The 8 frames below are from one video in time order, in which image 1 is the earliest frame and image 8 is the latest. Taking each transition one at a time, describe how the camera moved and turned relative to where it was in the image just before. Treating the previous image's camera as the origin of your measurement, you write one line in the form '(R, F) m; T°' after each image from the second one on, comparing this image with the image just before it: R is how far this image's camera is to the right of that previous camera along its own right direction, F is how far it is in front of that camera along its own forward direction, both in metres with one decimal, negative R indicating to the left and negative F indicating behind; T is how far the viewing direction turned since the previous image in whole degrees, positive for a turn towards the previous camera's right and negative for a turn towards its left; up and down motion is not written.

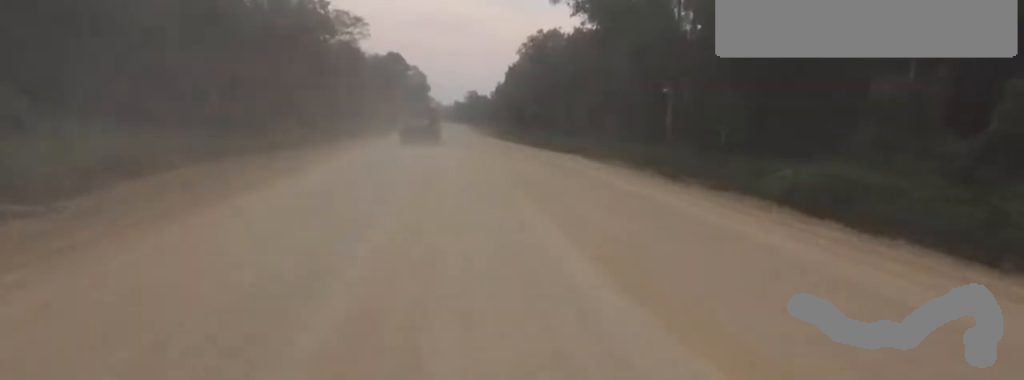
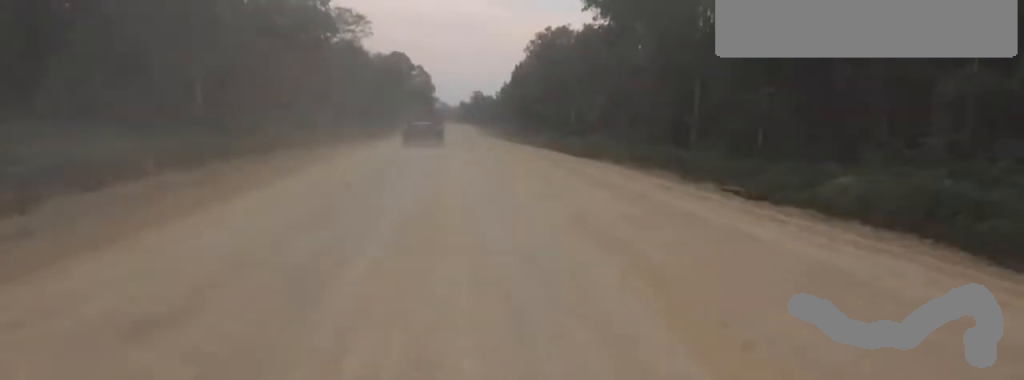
(0.0, +4.4) m; +1°
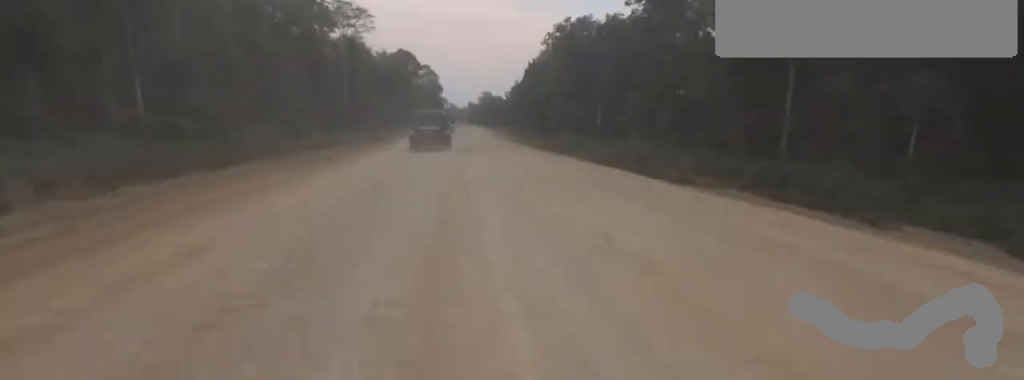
(+0.2, +11.6) m; +1°
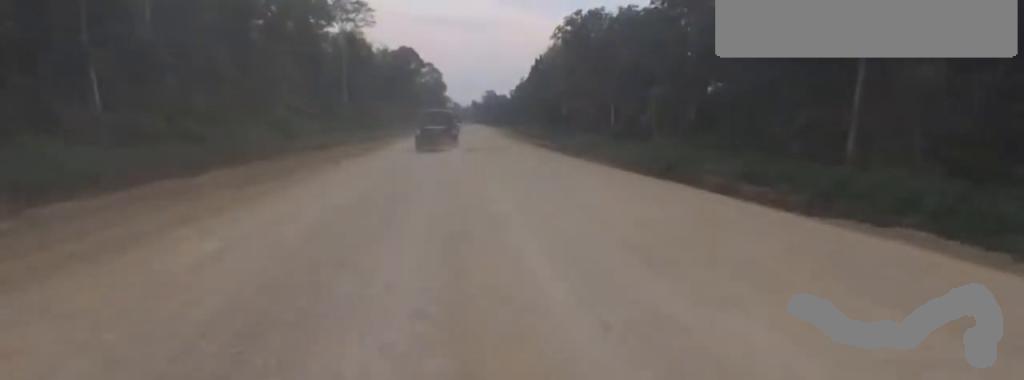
(0.0, +5.6) m; -1°
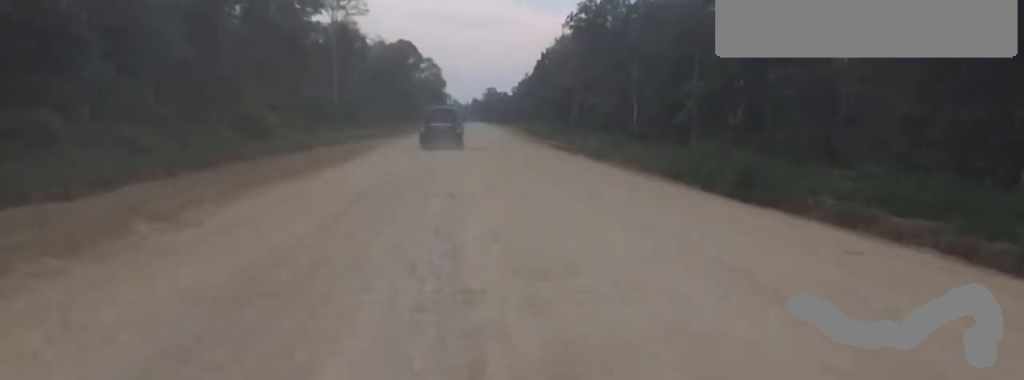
(-0.1, +9.8) m; 0°
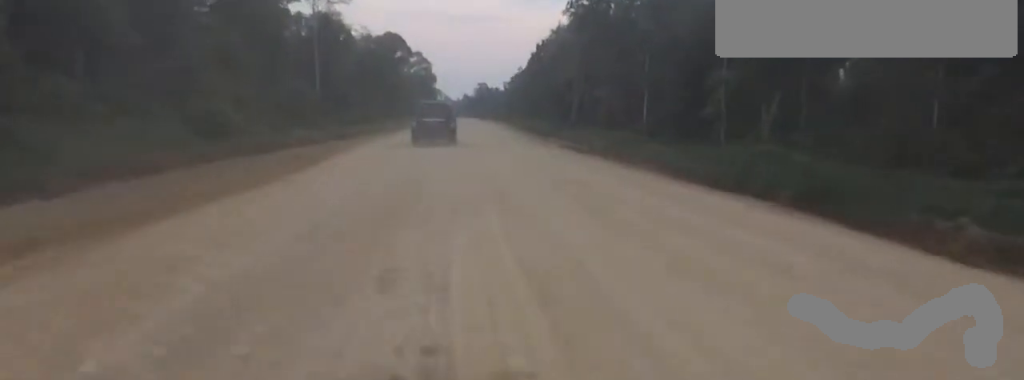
(+0.1, +7.0) m; 0°
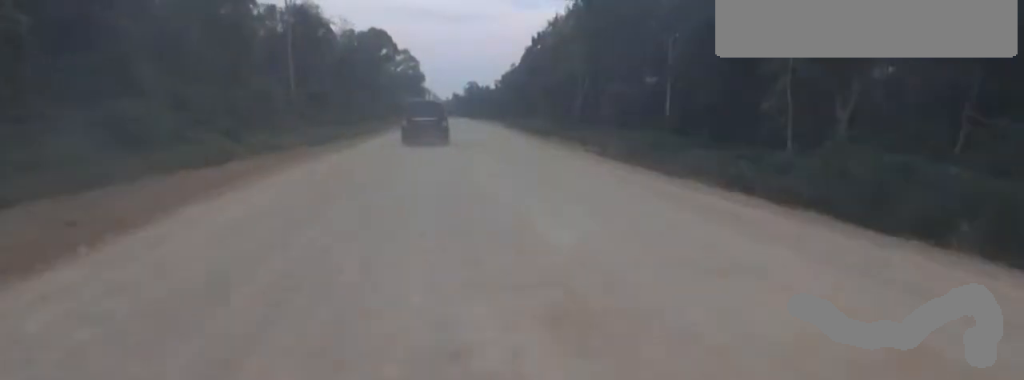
(+0.1, +9.8) m; -1°
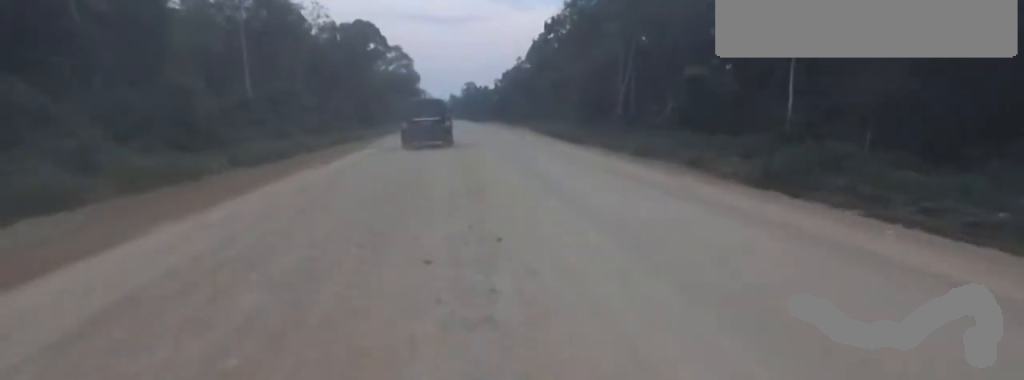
(+0.1, +21.0) m; +1°
